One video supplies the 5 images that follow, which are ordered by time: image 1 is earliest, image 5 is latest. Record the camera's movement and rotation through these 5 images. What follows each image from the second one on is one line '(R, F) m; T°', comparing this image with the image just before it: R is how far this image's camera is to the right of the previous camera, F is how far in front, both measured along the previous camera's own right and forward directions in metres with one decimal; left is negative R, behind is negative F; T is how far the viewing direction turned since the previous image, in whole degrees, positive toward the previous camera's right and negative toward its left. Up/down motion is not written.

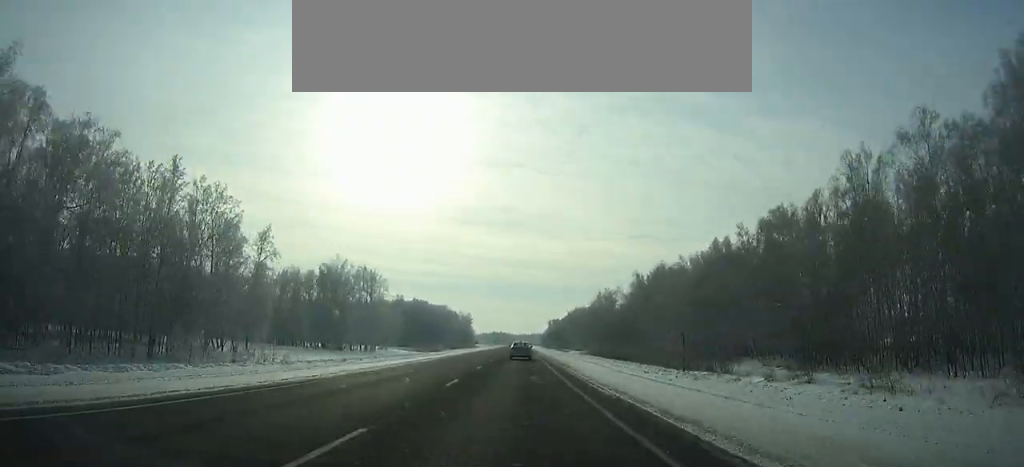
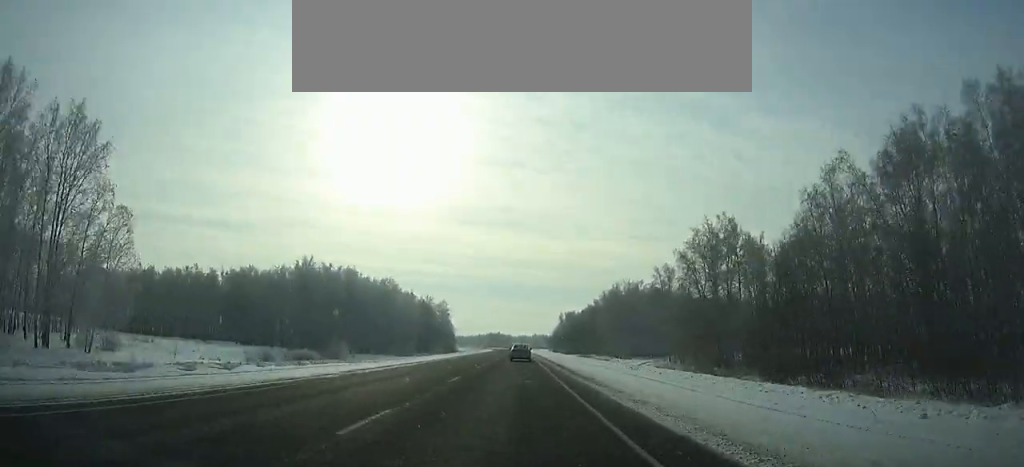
(-0.1, +117.4) m; 0°
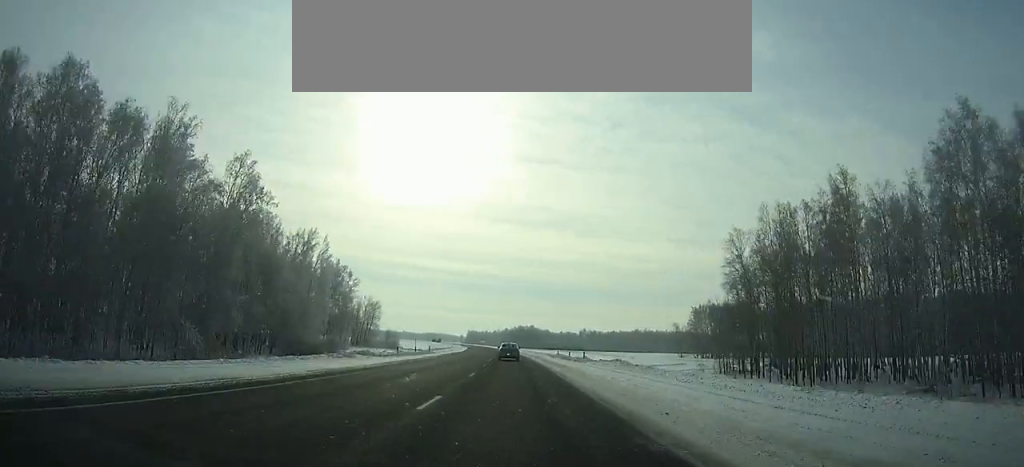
(-6.9, +236.0) m; -5°
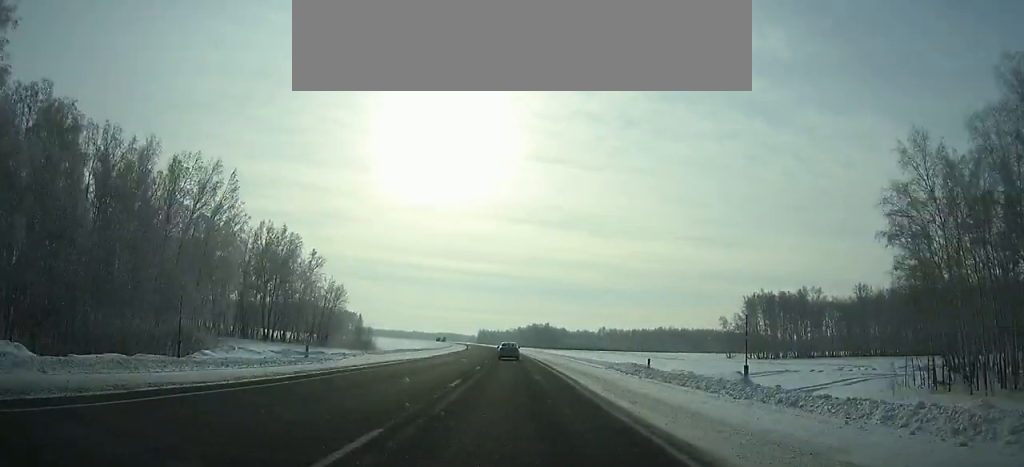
(-0.4, +41.3) m; -1°
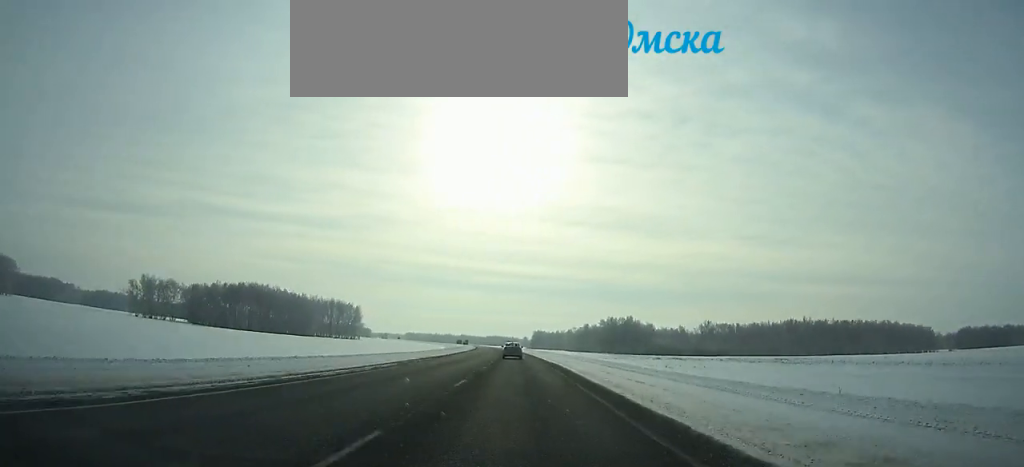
(-6.5, +155.7) m; -5°
